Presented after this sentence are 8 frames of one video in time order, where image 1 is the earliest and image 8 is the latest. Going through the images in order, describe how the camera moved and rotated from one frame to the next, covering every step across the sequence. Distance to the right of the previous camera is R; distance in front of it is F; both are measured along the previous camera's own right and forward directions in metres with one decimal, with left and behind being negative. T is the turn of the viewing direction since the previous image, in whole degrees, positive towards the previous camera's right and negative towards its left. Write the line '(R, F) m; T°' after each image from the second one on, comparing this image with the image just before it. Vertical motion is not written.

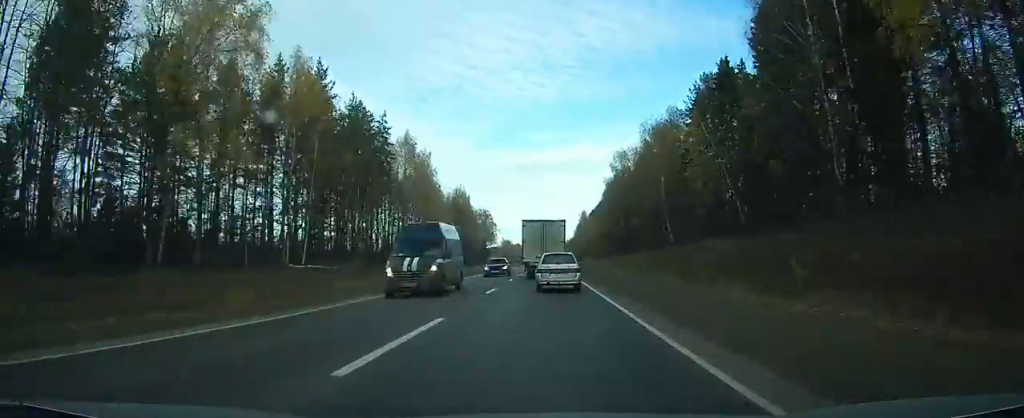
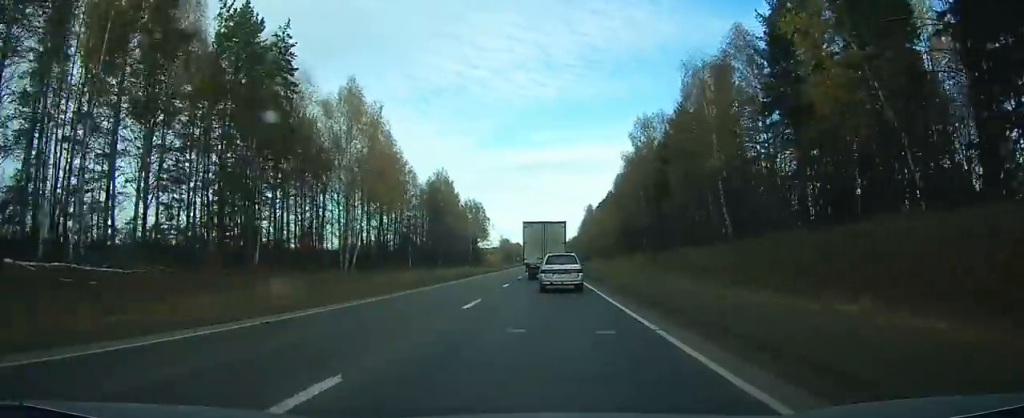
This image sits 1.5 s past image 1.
(+0.1, +29.5) m; 0°
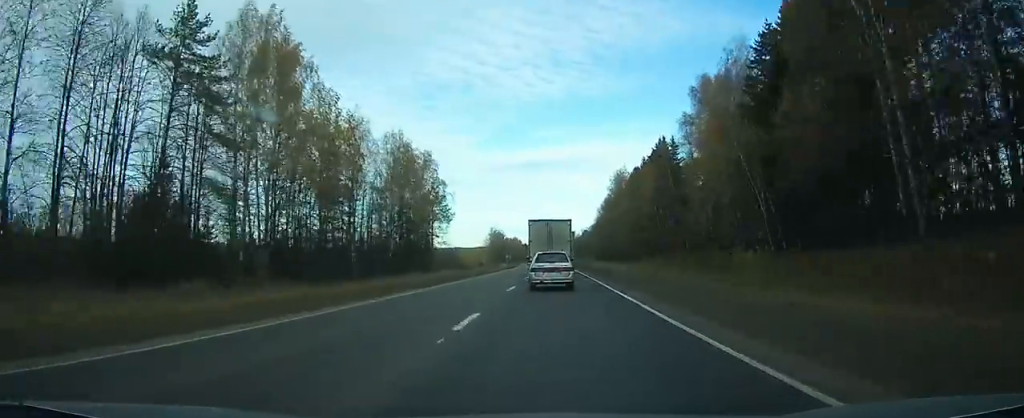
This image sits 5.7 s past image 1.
(-0.9, +86.6) m; -1°
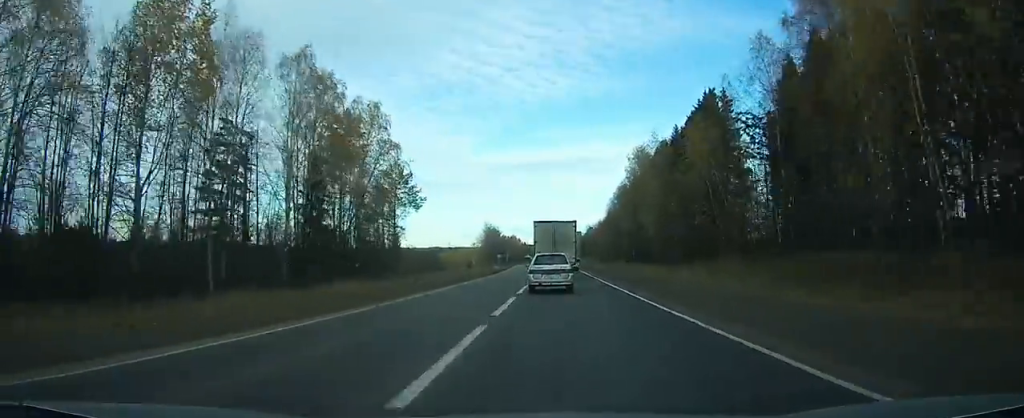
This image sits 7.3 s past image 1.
(+0.1, +33.7) m; 0°
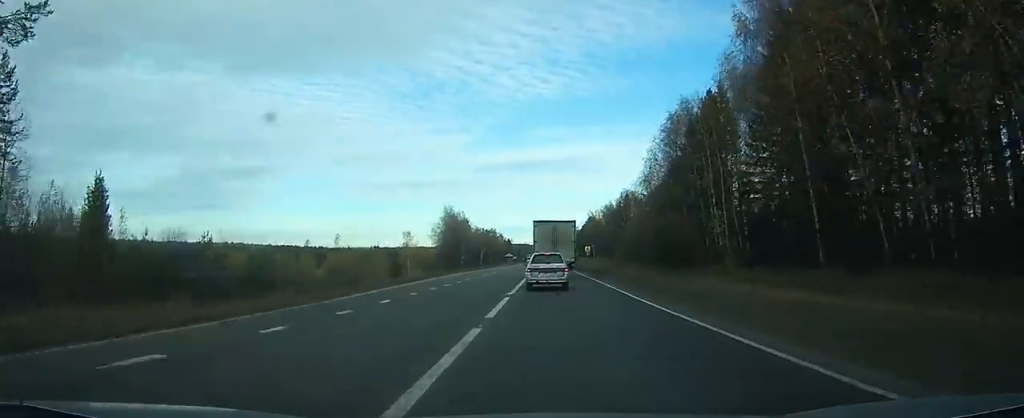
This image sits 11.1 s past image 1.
(+0.1, +80.5) m; +1°
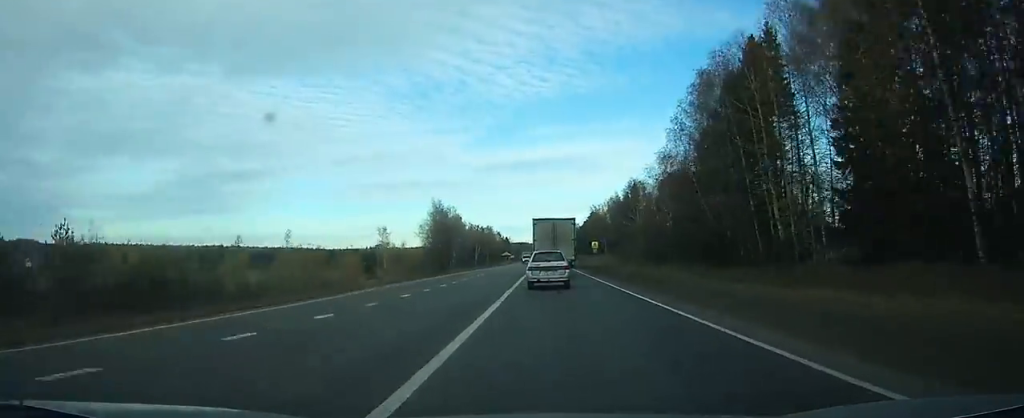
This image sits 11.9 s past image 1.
(+0.2, +17.0) m; 0°
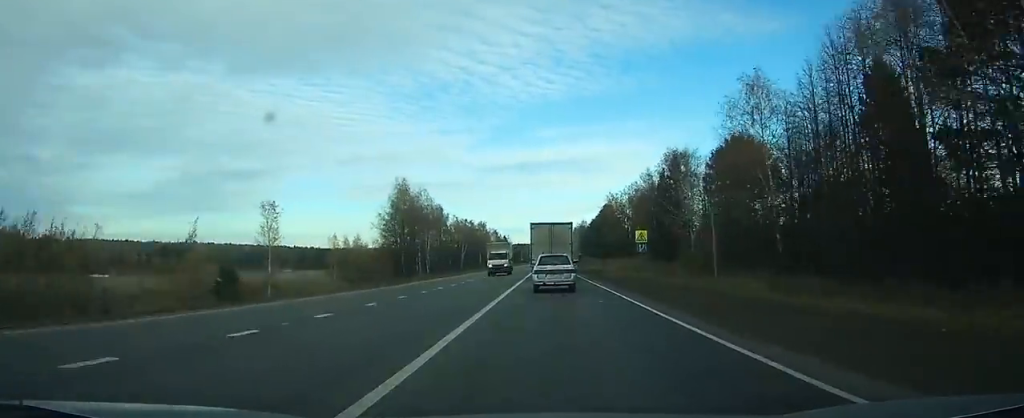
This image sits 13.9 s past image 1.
(+0.1, +43.8) m; 0°
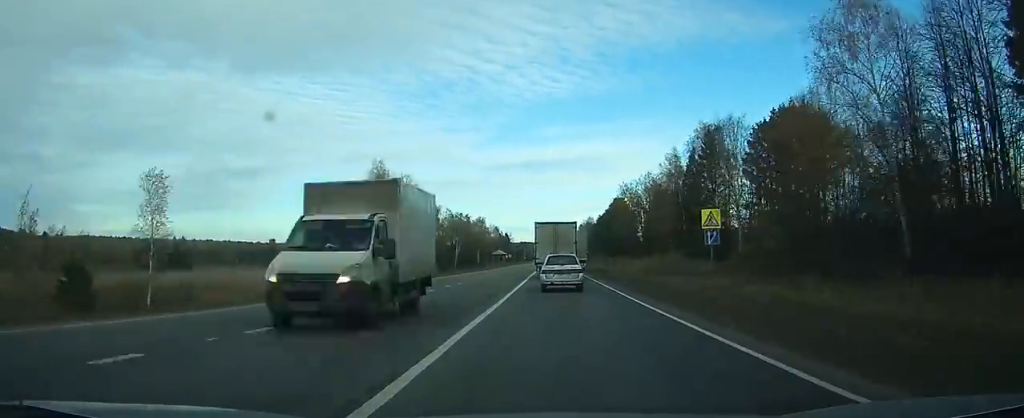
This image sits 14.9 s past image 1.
(0.0, +19.7) m; 0°
